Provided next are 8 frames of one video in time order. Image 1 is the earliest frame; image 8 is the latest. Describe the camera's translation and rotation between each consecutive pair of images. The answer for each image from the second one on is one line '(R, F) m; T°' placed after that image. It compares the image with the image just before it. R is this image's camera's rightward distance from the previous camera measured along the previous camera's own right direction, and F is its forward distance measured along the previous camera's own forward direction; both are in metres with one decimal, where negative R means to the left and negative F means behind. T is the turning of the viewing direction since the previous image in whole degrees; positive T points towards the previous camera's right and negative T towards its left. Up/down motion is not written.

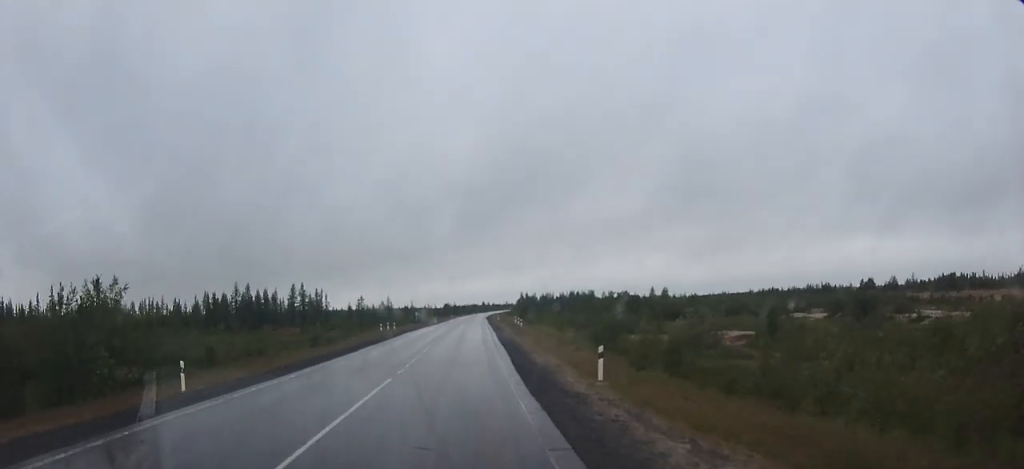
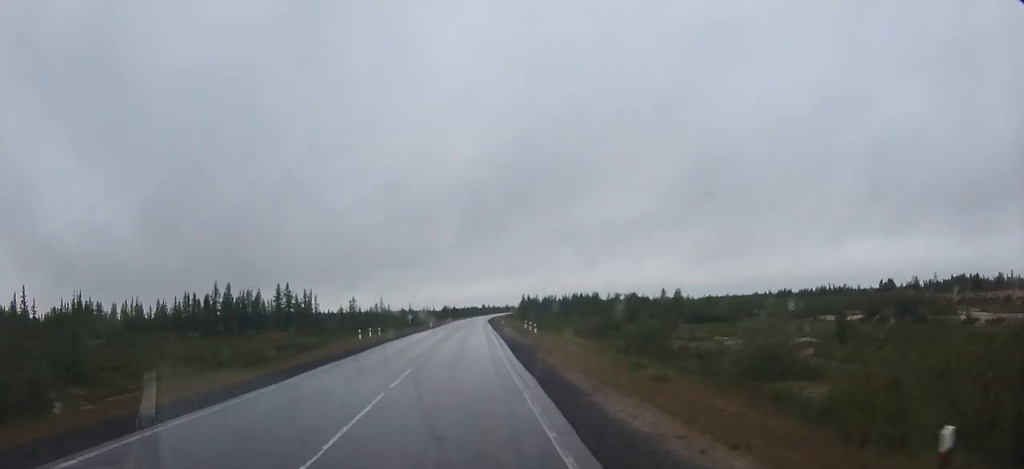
(0.0, +13.0) m; 0°
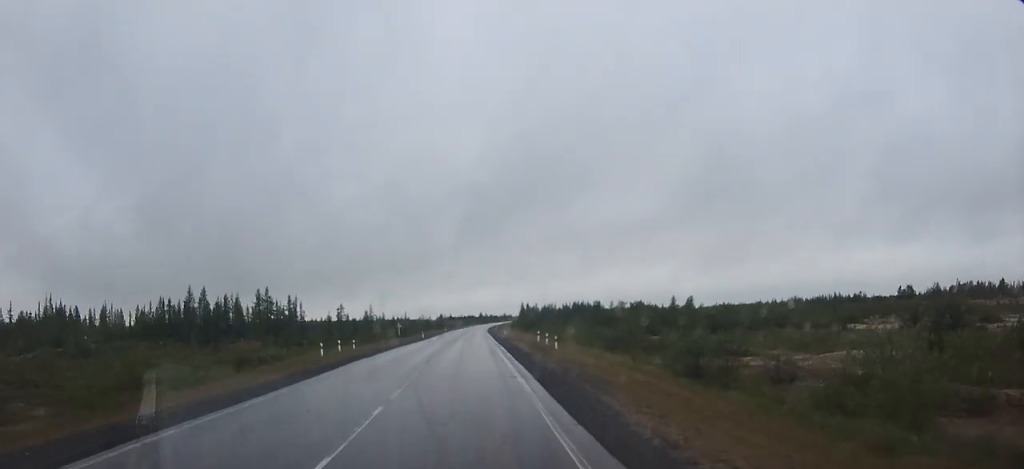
(0.0, +13.0) m; 0°
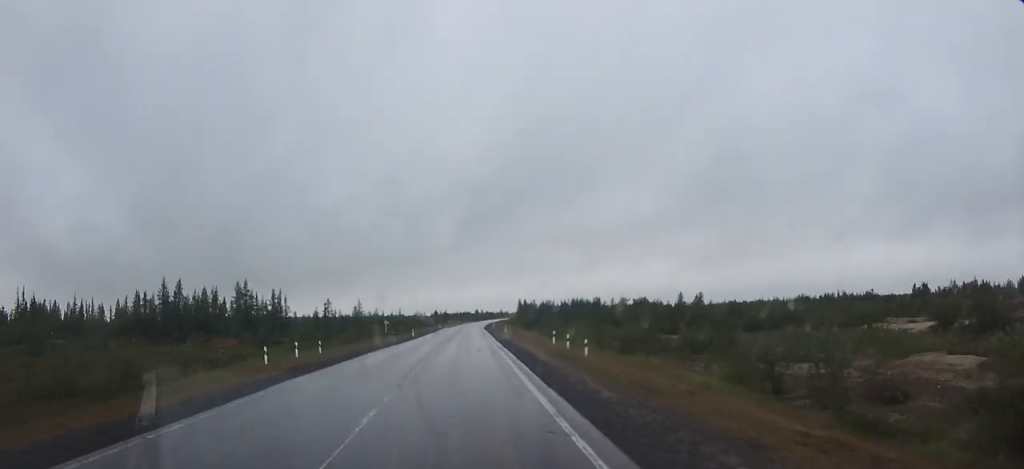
(0.0, +10.5) m; 0°
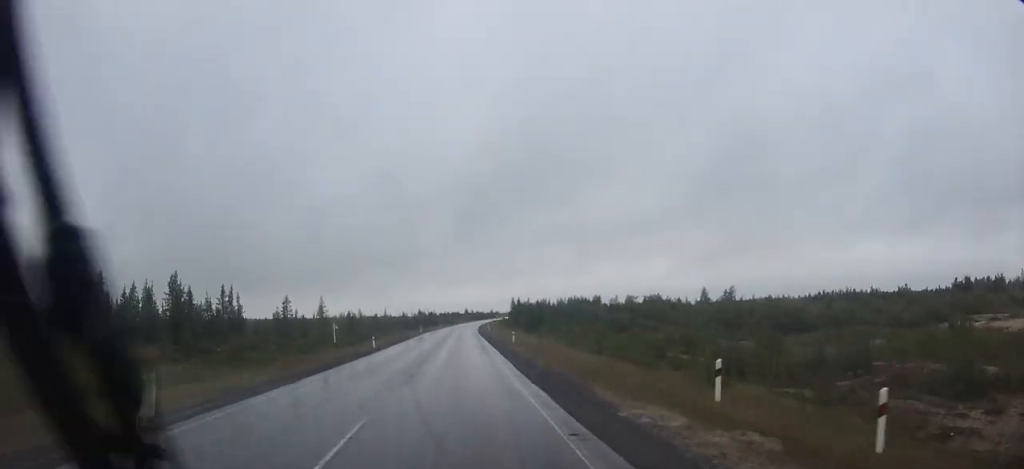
(+0.2, +26.7) m; +1°
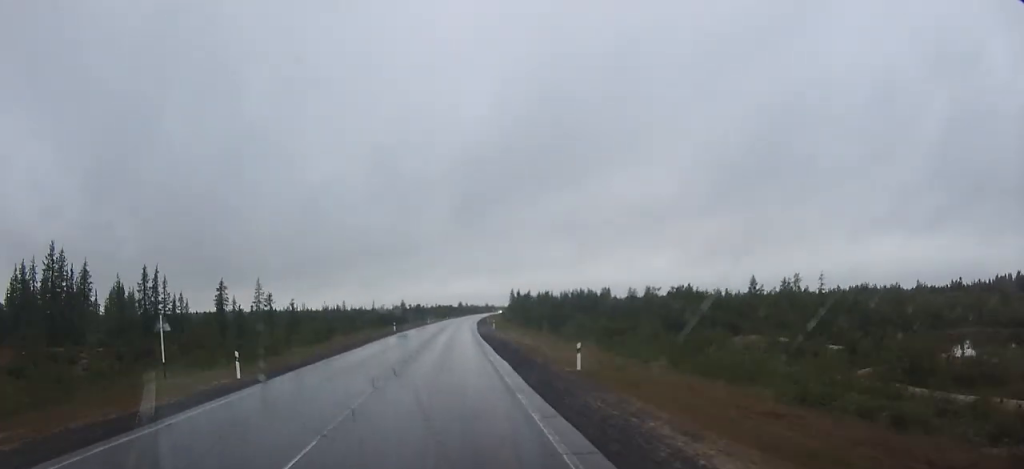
(+0.2, +31.6) m; 0°
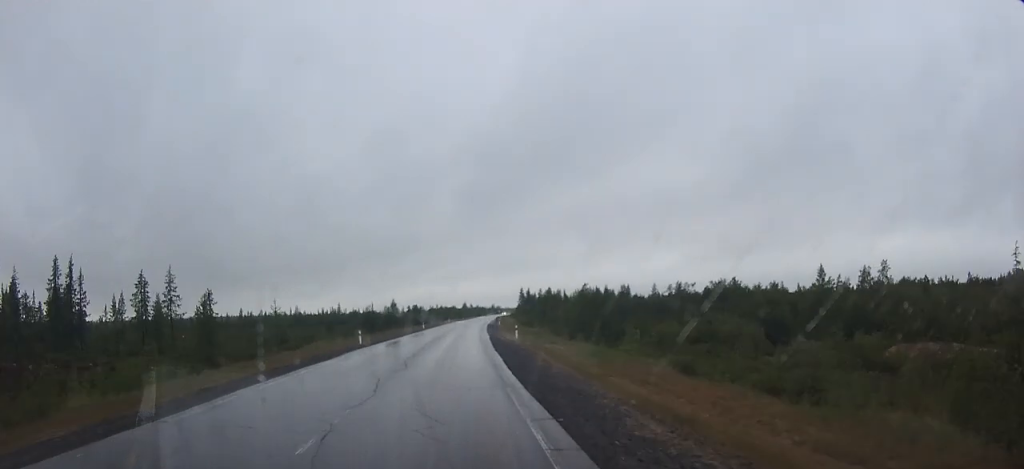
(+0.1, +25.9) m; 0°
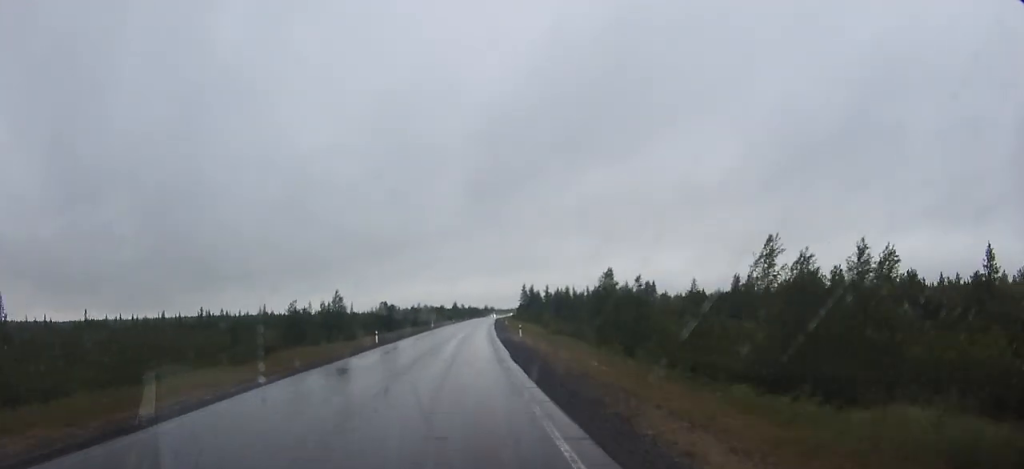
(+0.1, +44.5) m; +1°
